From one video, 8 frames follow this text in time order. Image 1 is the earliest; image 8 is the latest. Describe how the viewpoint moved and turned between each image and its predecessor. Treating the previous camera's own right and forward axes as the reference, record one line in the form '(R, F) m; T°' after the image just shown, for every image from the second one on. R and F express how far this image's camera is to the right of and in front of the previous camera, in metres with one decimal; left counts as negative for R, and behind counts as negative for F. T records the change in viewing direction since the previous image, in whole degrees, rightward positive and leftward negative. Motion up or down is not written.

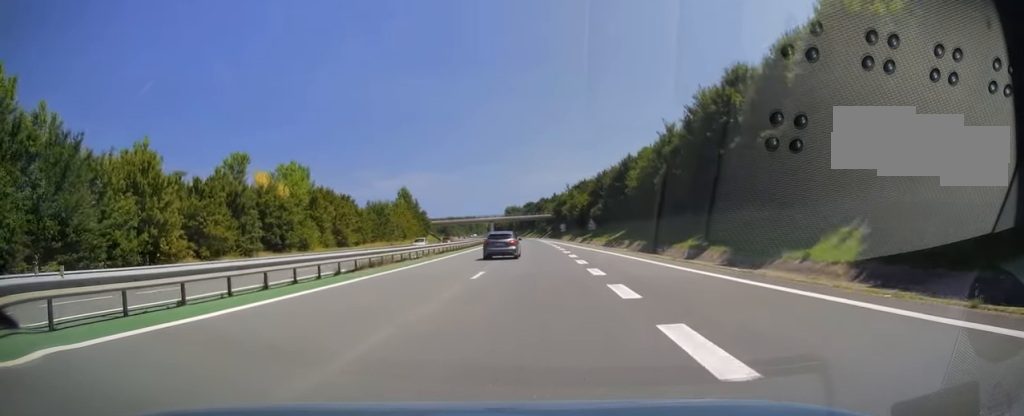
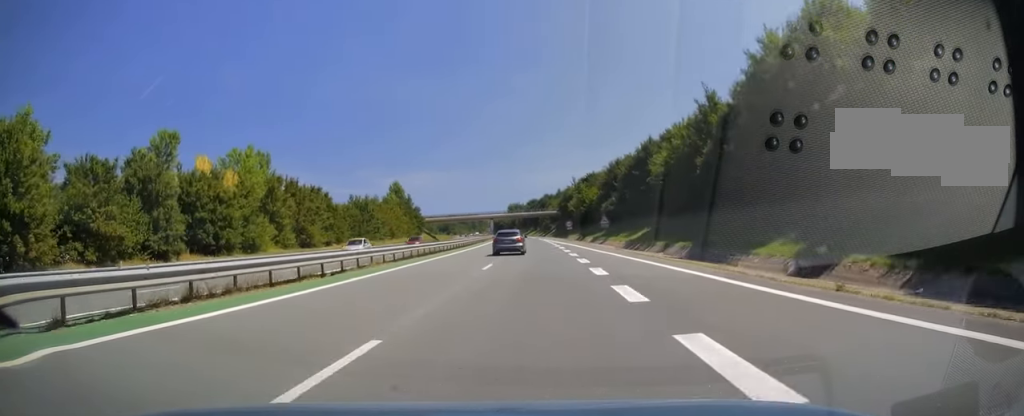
(0.0, +13.7) m; 0°
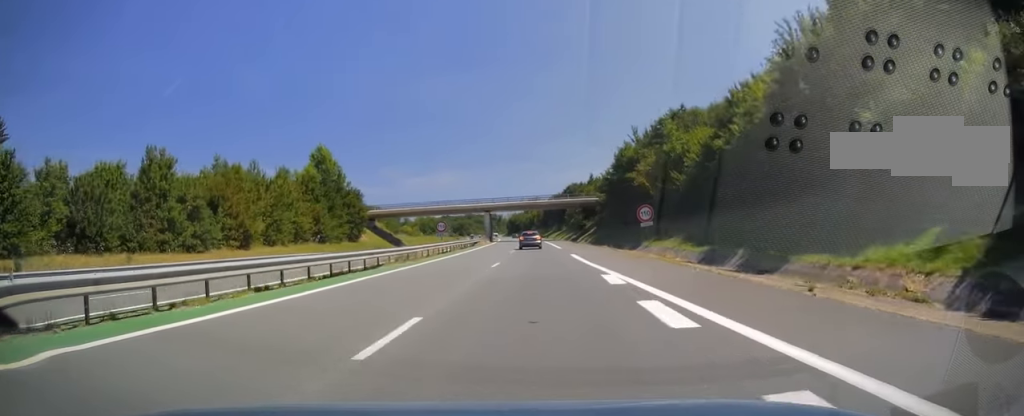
(-1.0, +67.9) m; -1°
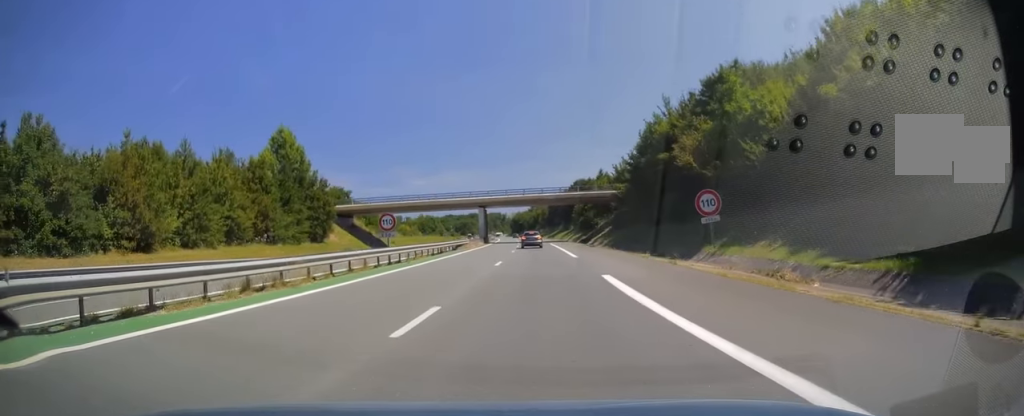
(+0.1, +16.3) m; -1°
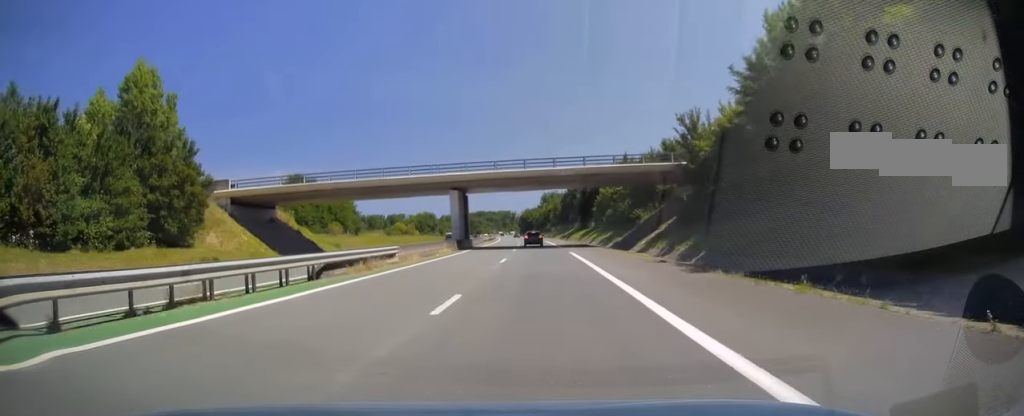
(-0.5, +33.0) m; -2°
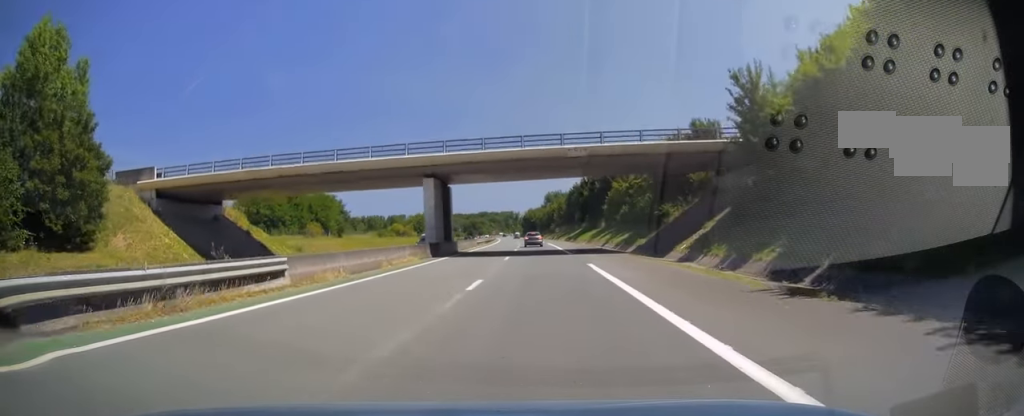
(-0.2, +12.8) m; -1°
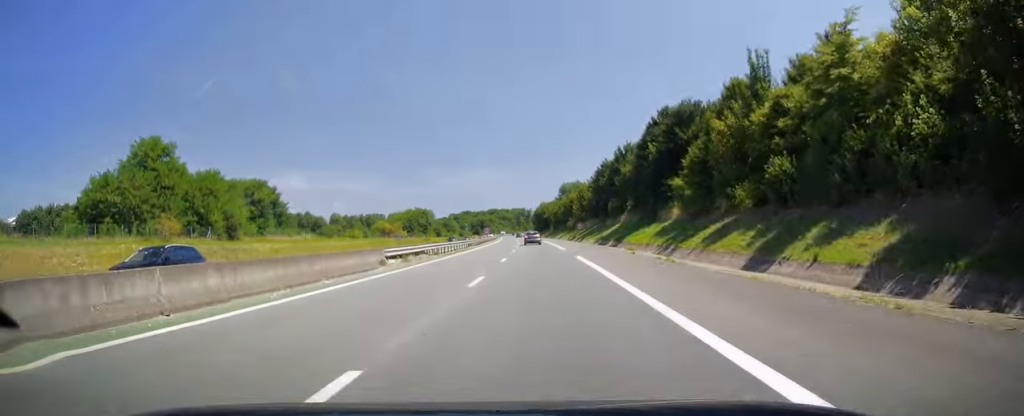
(-0.6, +45.8) m; -1°
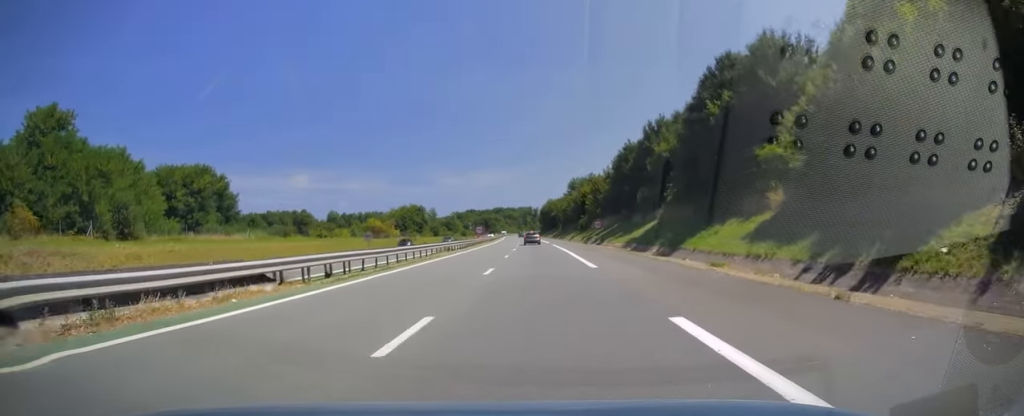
(-0.1, +21.5) m; -1°
